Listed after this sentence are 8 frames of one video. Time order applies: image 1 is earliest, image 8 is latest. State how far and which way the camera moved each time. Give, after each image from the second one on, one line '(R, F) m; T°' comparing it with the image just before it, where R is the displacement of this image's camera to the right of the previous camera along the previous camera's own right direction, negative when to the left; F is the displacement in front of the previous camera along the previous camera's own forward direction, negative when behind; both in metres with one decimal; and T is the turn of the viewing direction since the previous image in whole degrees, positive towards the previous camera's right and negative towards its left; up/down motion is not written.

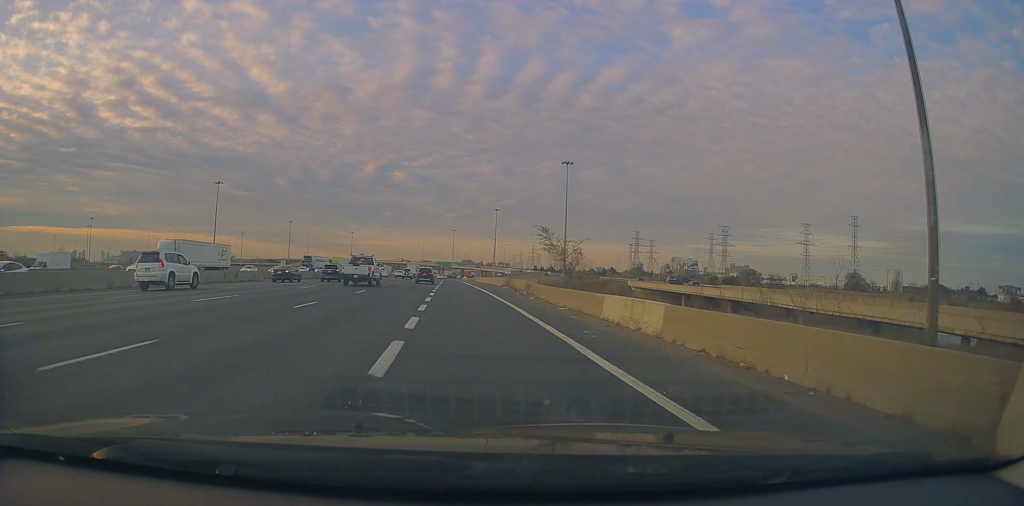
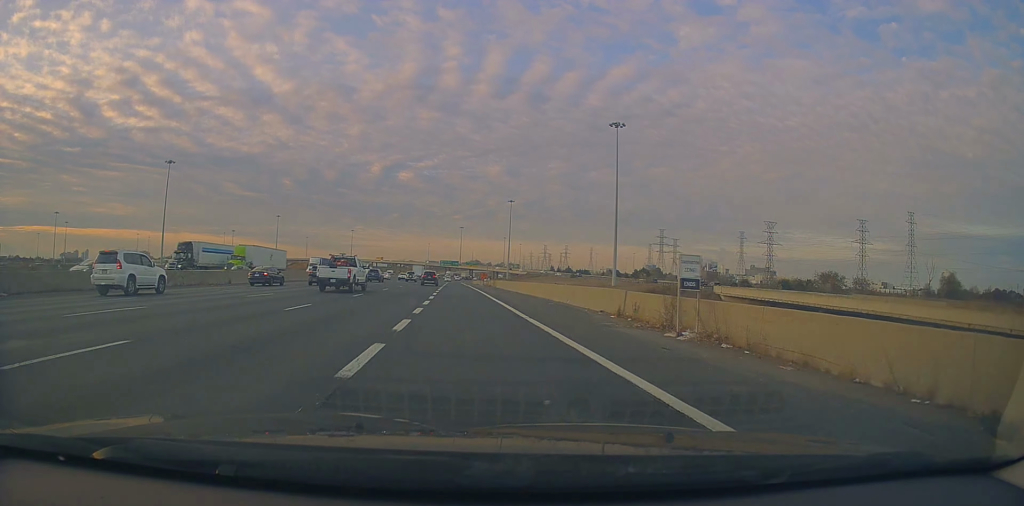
(-1.0, +46.6) m; -2°
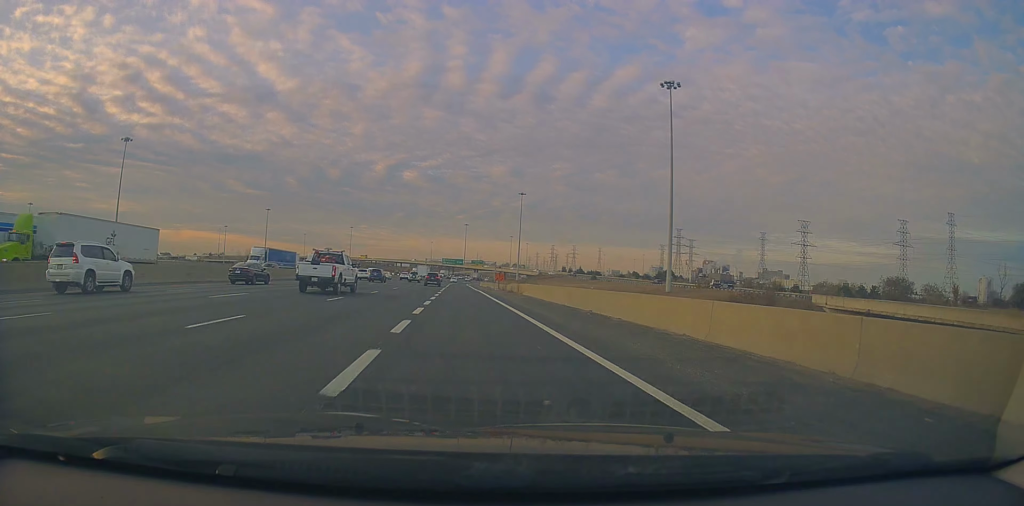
(0.0, +29.7) m; +1°
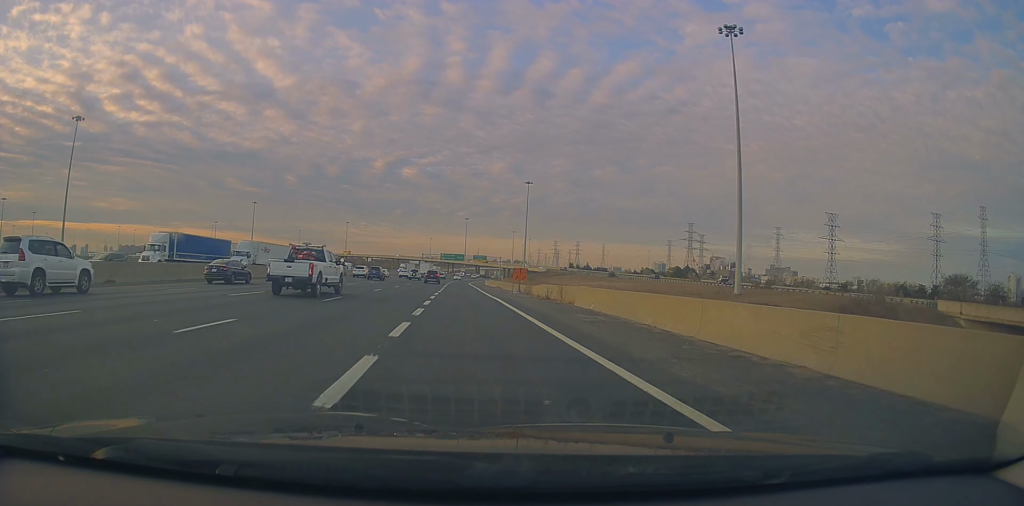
(+0.4, +23.7) m; 0°
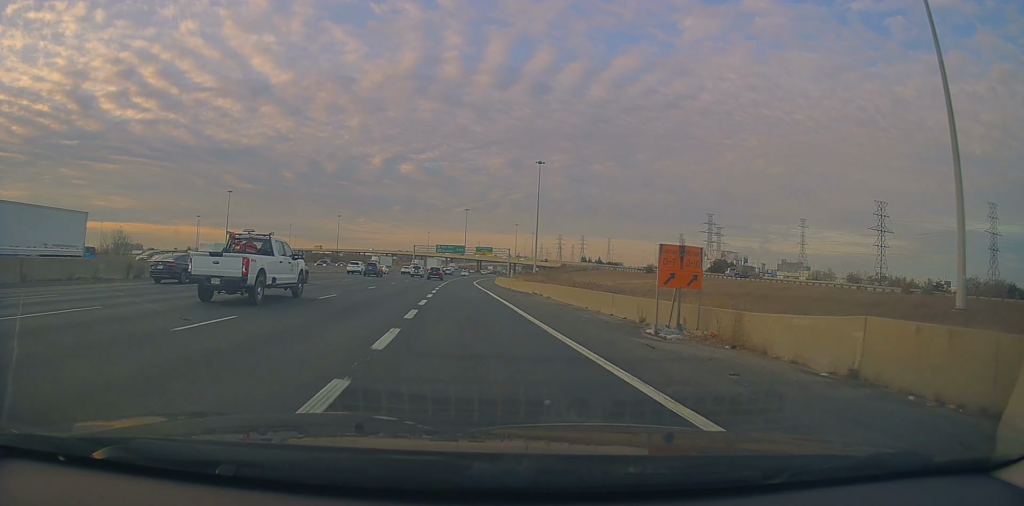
(-0.6, +36.4) m; -1°
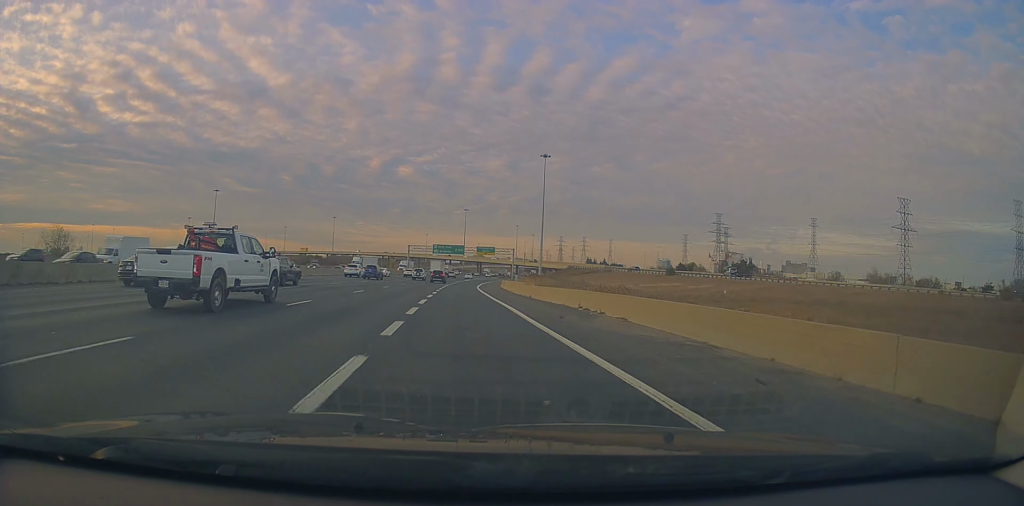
(+0.2, +15.7) m; +1°
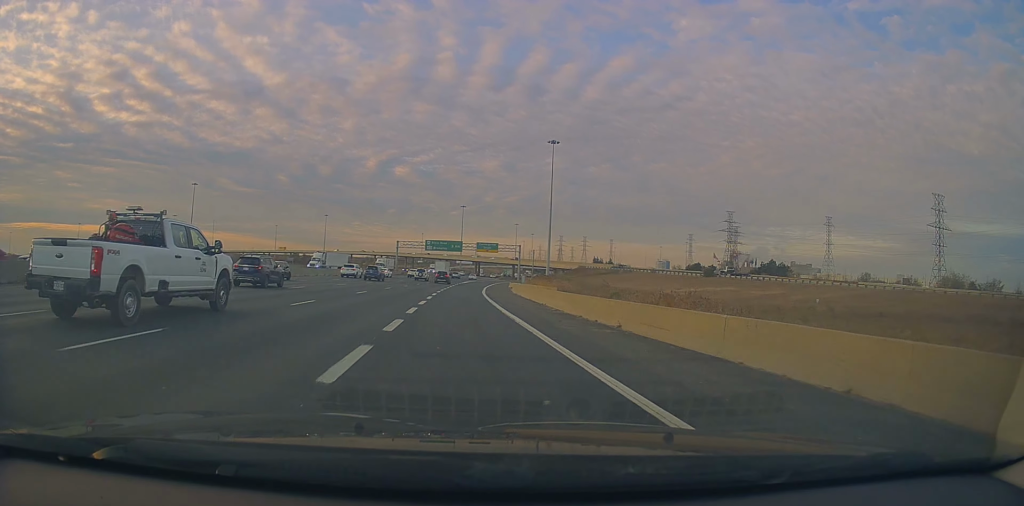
(+0.2, +21.9) m; +1°
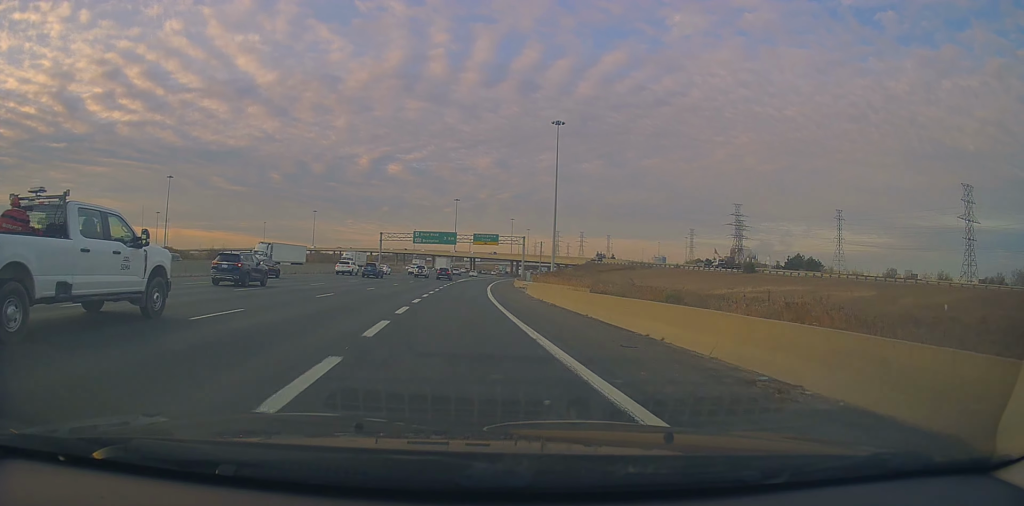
(+0.2, +18.6) m; +1°
